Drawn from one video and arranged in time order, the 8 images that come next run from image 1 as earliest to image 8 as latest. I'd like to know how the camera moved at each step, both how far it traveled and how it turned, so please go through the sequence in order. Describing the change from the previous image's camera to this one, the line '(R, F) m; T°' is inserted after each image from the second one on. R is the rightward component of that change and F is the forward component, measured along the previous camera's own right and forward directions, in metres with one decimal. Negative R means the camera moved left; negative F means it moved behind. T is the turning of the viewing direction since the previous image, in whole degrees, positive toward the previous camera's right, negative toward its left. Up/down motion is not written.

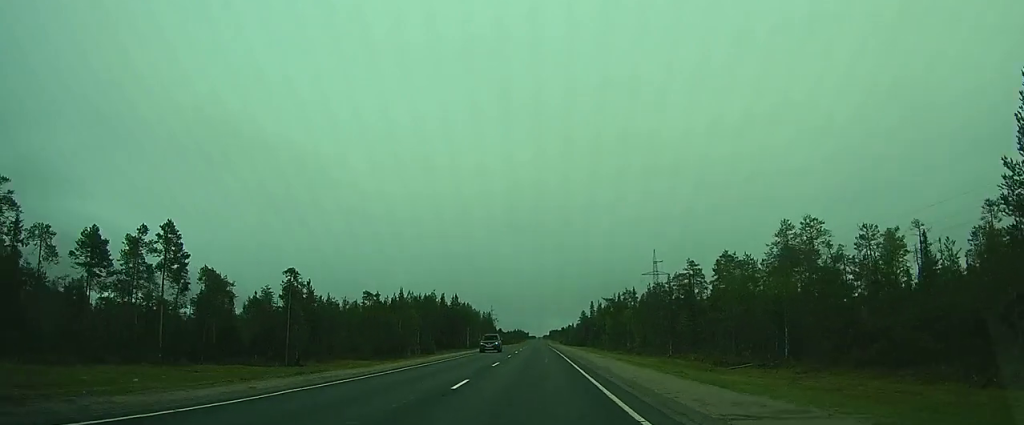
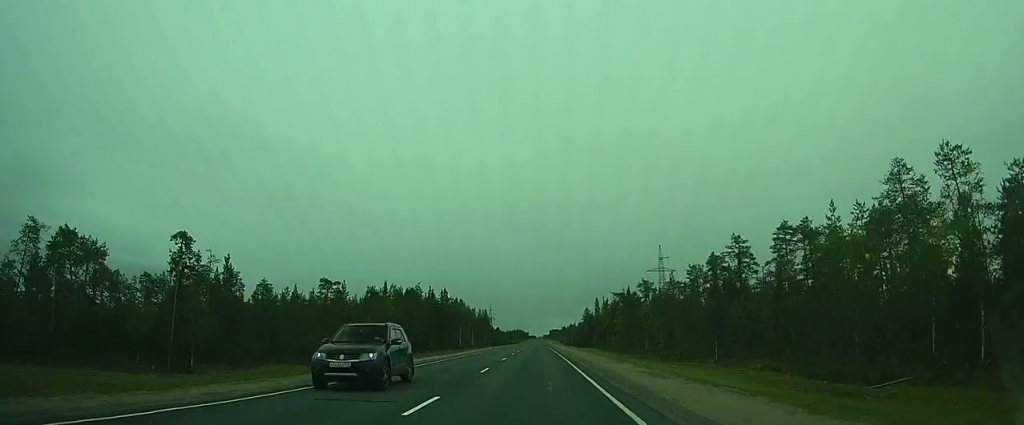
(-0.1, +17.4) m; 0°
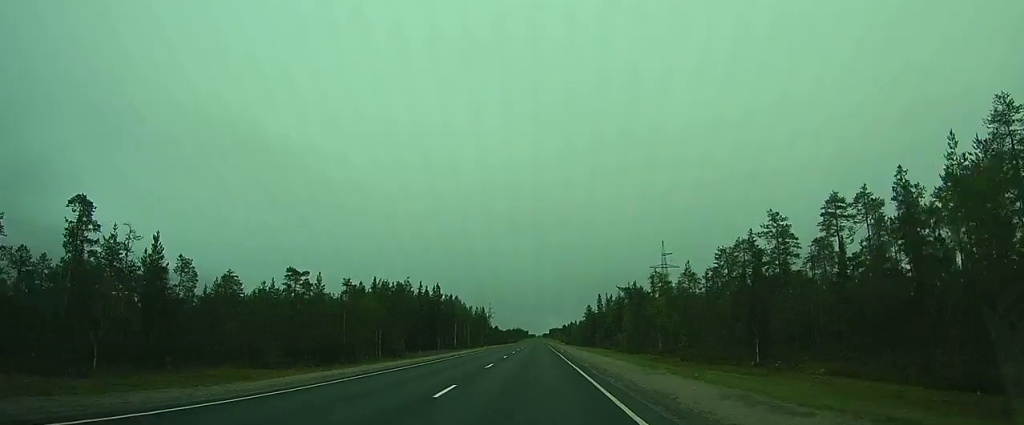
(-0.1, +9.5) m; 0°
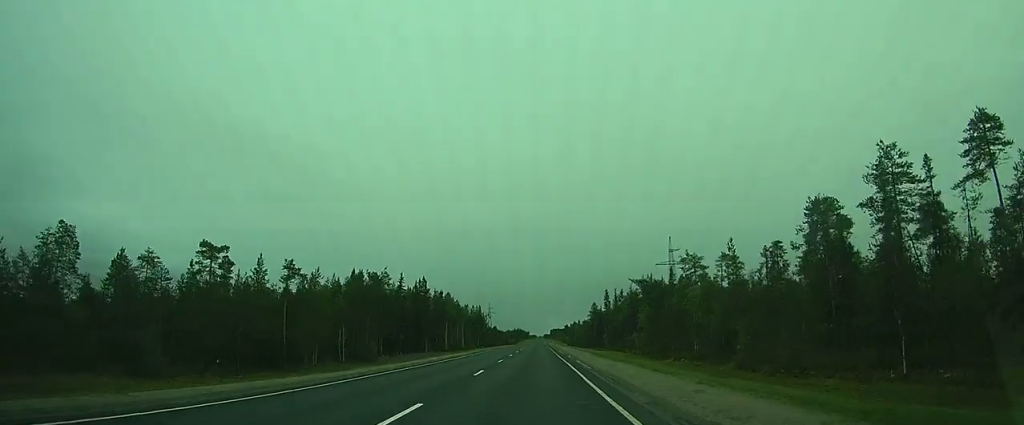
(+0.2, +16.6) m; +1°
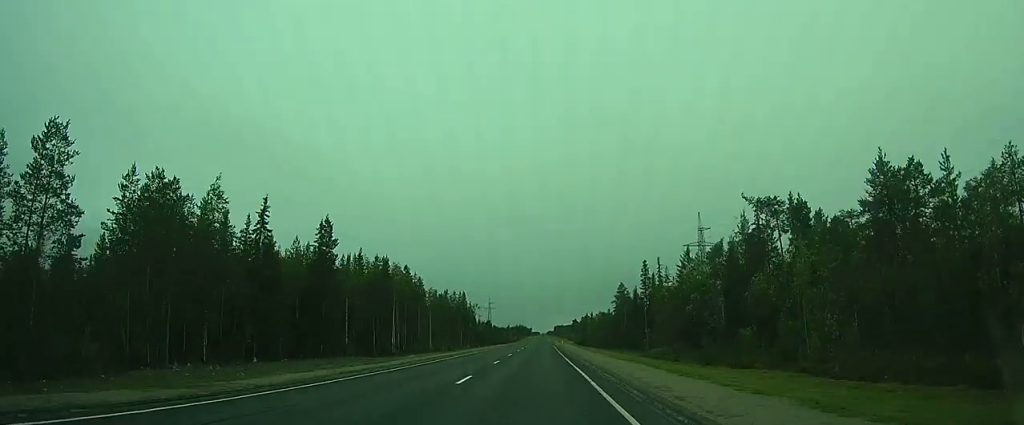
(+0.4, +53.7) m; 0°
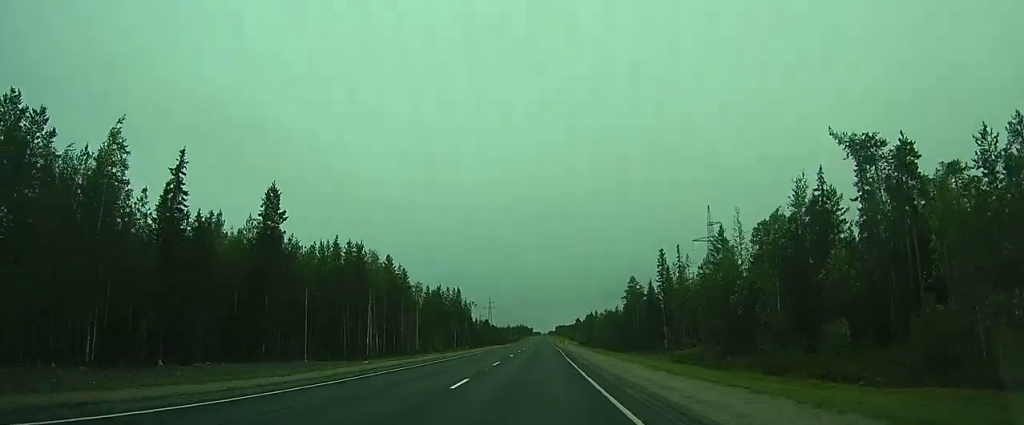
(-0.1, +13.3) m; 0°
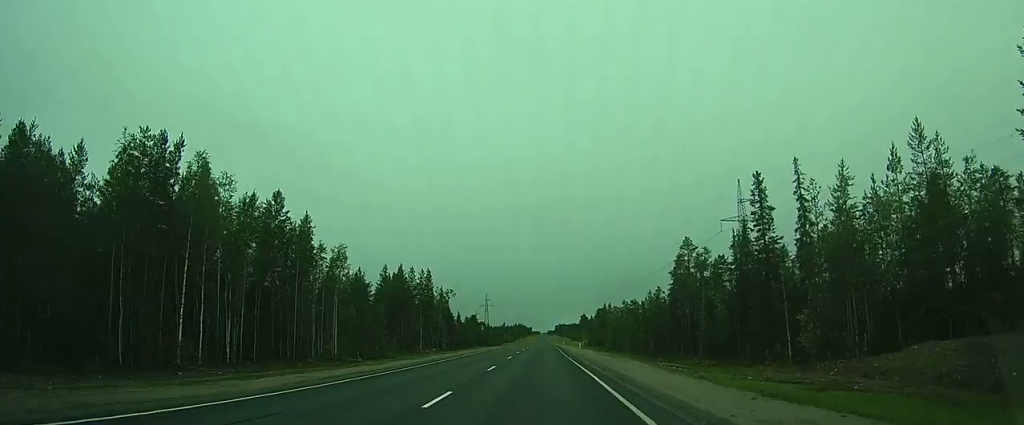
(-0.3, +40.7) m; 0°
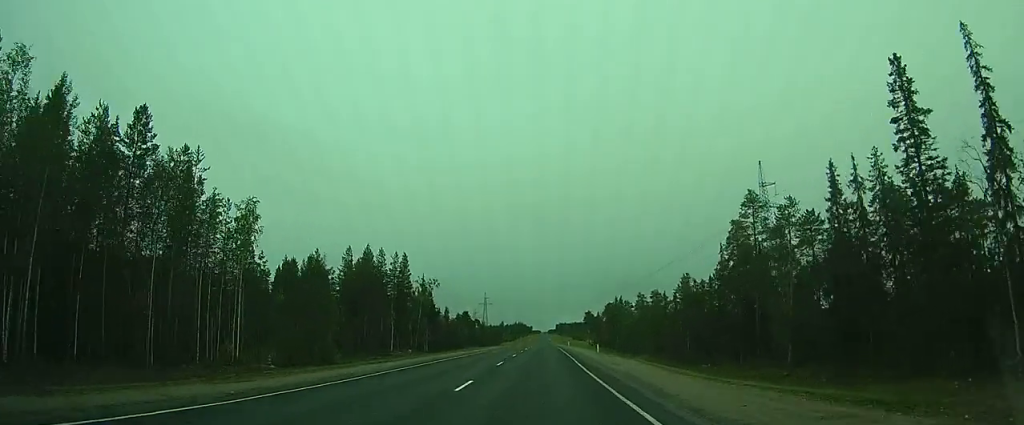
(+0.1, +21.1) m; 0°
